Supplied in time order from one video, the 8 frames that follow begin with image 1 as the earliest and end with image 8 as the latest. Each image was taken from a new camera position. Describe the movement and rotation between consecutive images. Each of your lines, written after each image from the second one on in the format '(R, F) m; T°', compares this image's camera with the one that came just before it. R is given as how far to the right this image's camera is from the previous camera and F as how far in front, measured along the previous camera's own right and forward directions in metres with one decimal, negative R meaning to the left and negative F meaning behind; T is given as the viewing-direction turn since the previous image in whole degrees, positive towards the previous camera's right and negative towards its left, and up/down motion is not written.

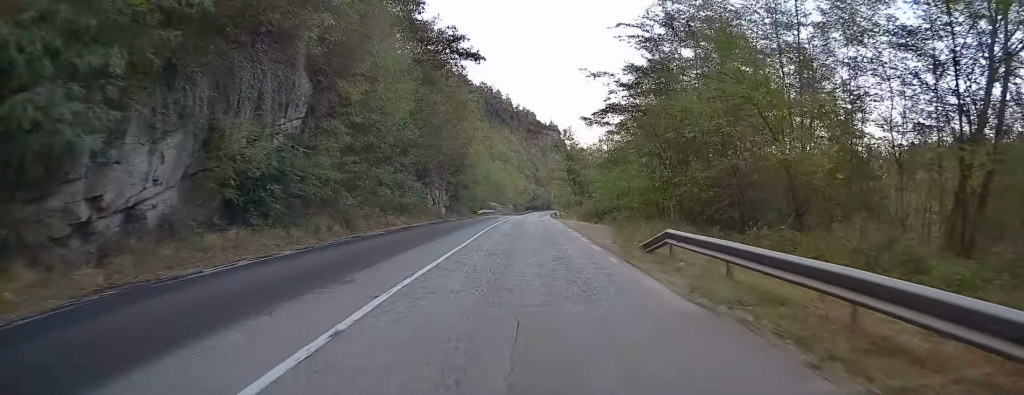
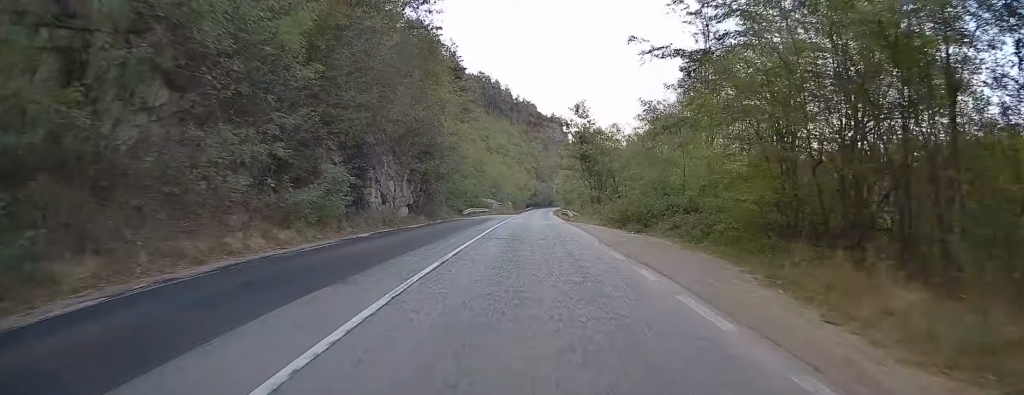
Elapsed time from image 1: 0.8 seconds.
(-0.1, +18.5) m; 0°
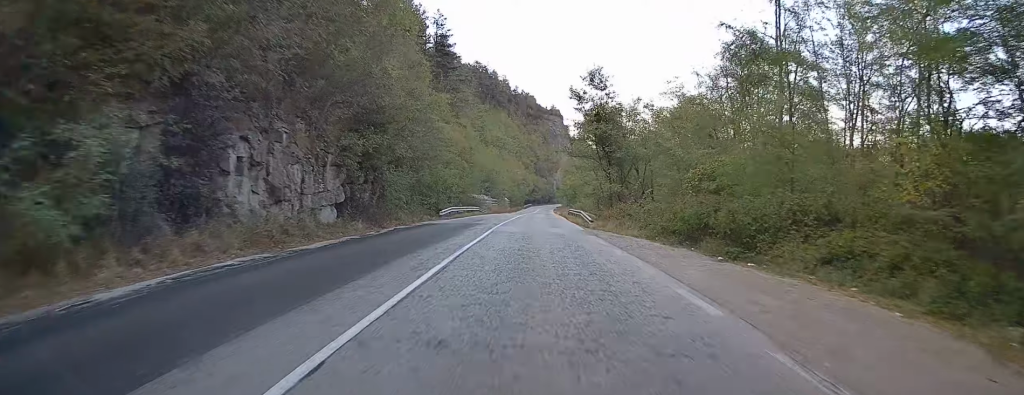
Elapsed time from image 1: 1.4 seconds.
(+0.1, +14.8) m; 0°
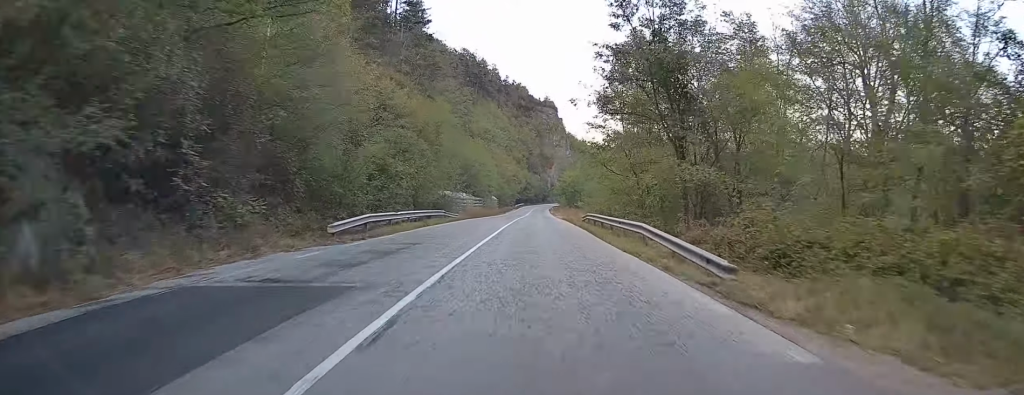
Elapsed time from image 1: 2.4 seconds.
(+0.1, +23.6) m; +1°
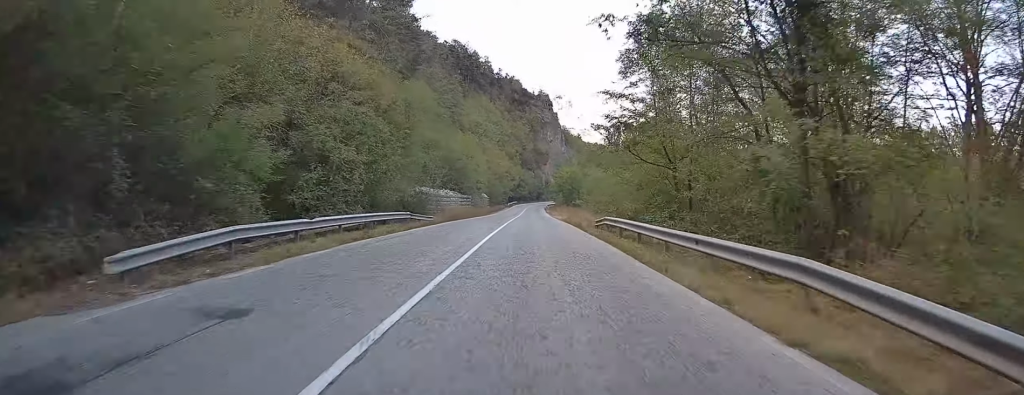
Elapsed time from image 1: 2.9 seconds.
(0.0, +11.1) m; 0°
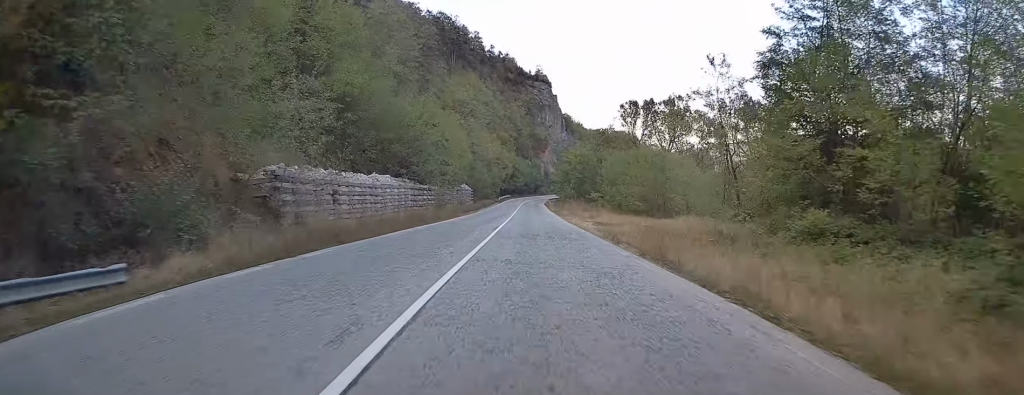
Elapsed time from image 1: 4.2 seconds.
(+0.3, +32.0) m; 0°
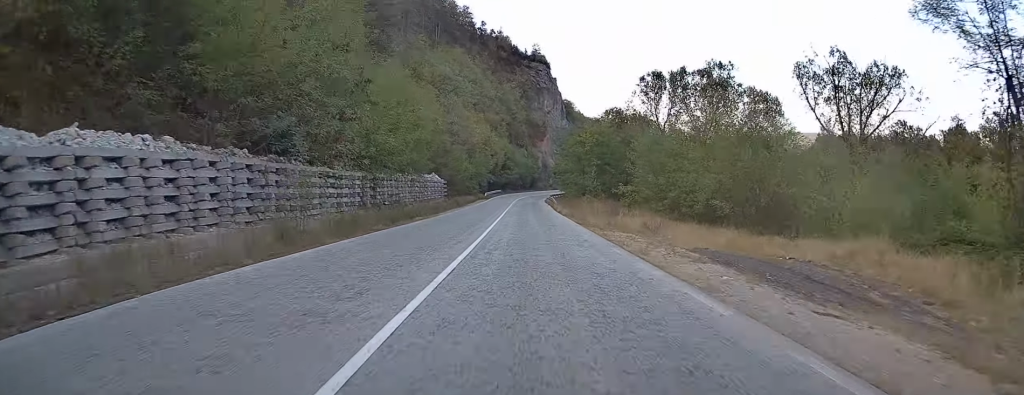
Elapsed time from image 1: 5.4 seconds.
(+0.1, +28.0) m; 0°
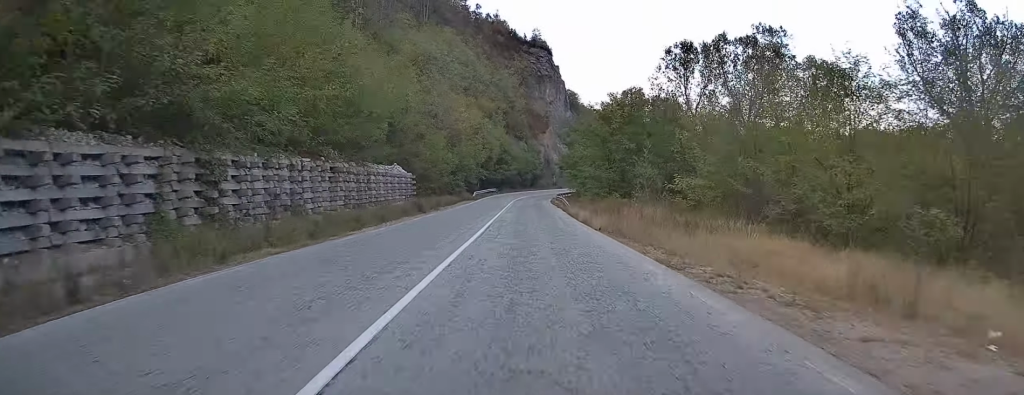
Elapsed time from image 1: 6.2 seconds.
(+0.1, +20.0) m; 0°
